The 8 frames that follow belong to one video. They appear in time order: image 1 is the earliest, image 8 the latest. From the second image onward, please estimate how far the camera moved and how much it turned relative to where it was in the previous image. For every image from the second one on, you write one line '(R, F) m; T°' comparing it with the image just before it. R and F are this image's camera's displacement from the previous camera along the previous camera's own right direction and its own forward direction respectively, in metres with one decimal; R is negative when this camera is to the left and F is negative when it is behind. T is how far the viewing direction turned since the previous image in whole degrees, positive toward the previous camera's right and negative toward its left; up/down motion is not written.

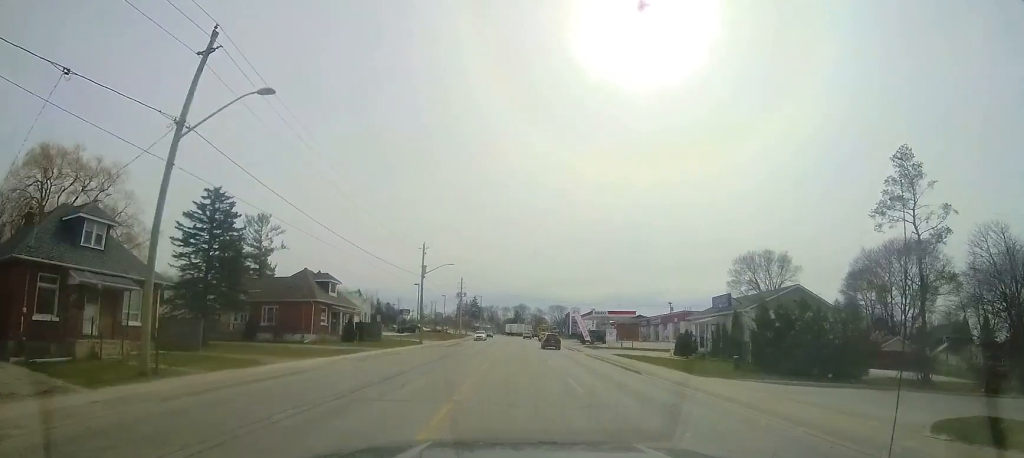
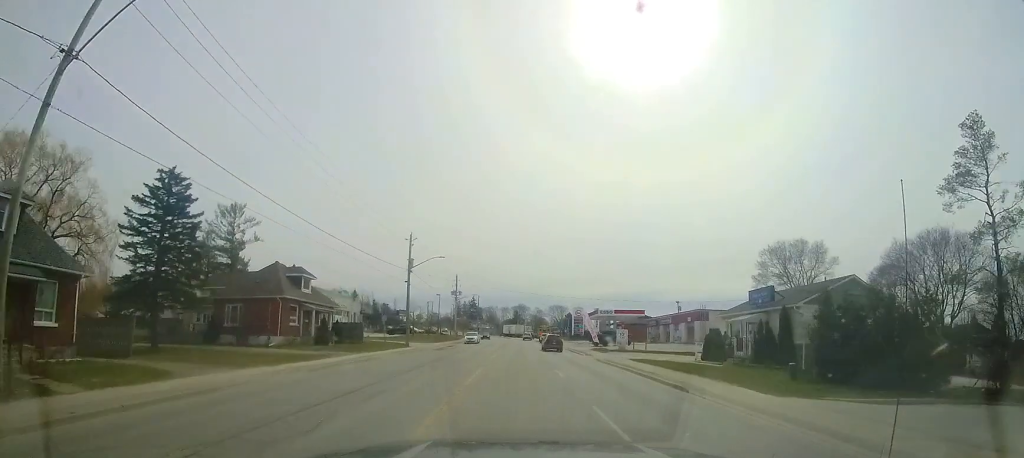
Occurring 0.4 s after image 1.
(-0.1, +5.3) m; 0°
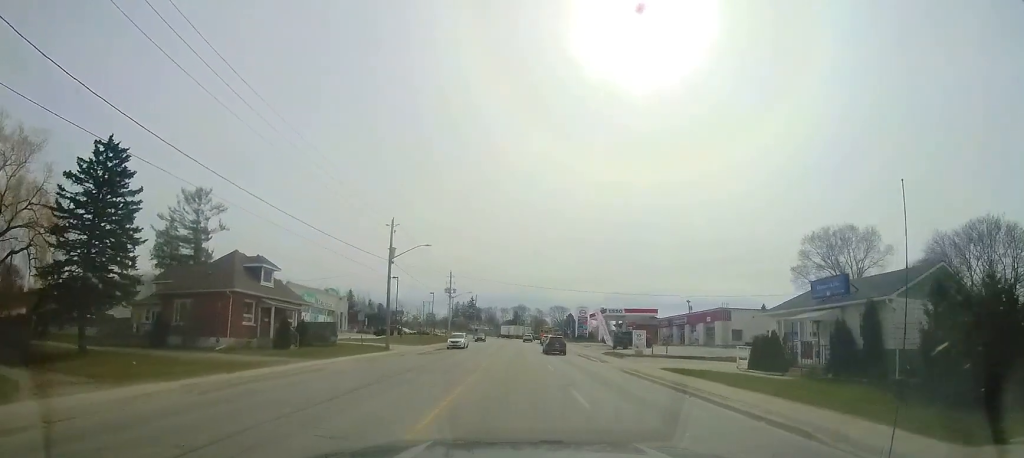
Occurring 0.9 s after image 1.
(0.0, +6.0) m; -1°
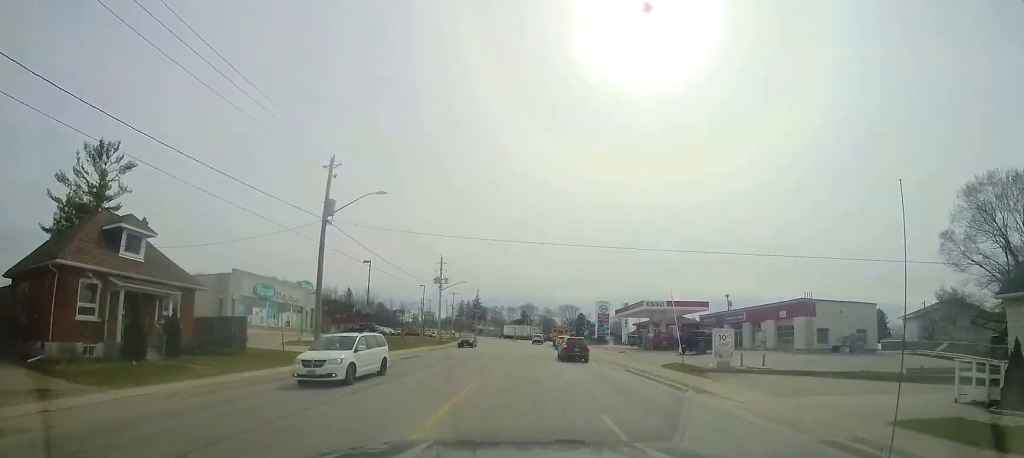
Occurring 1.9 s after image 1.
(0.0, +13.0) m; -1°
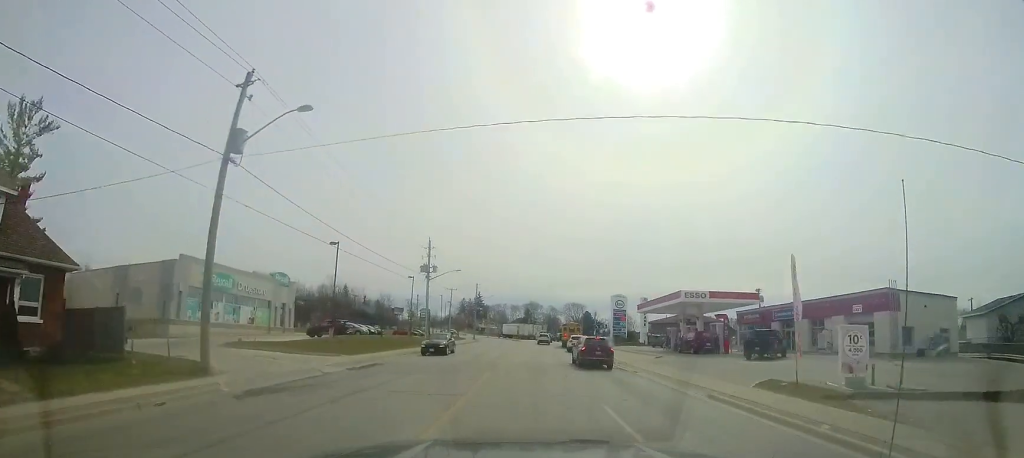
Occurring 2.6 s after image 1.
(-0.2, +8.4) m; -1°
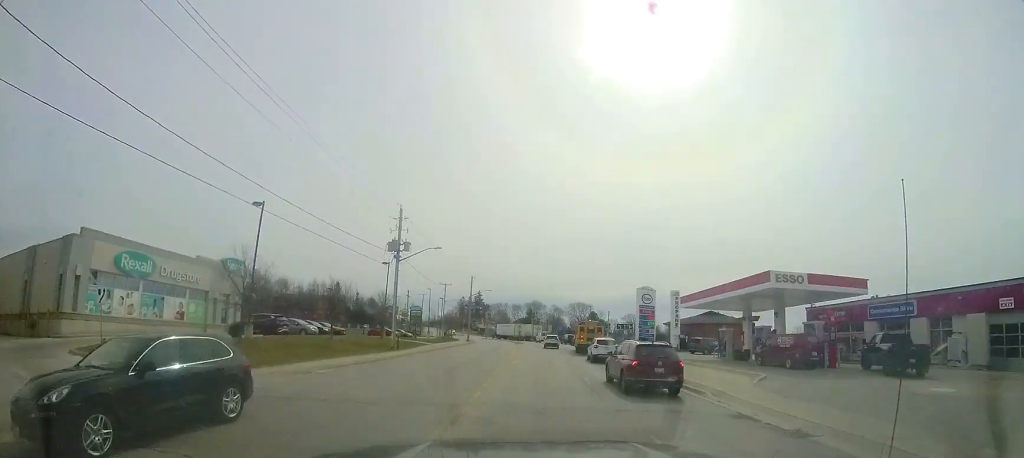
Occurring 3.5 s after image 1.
(-0.1, +11.1) m; +2°
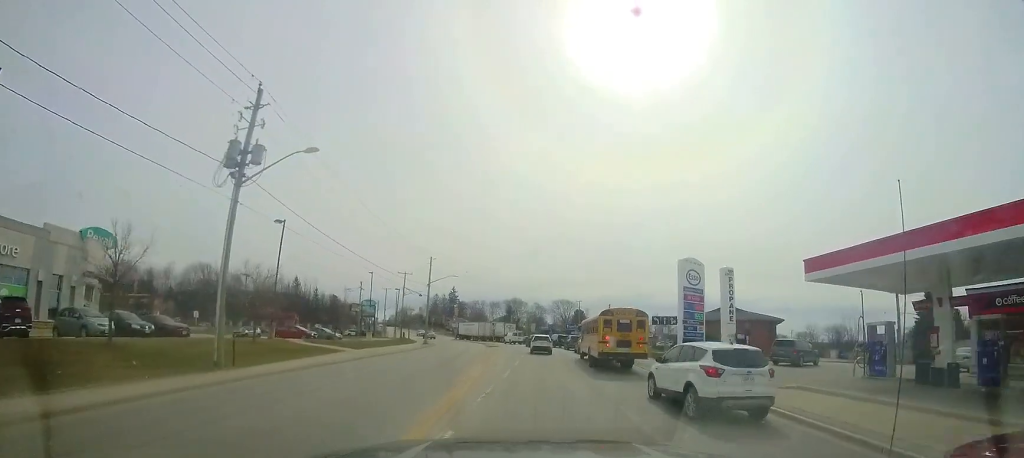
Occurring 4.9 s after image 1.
(+0.6, +16.6) m; +3°
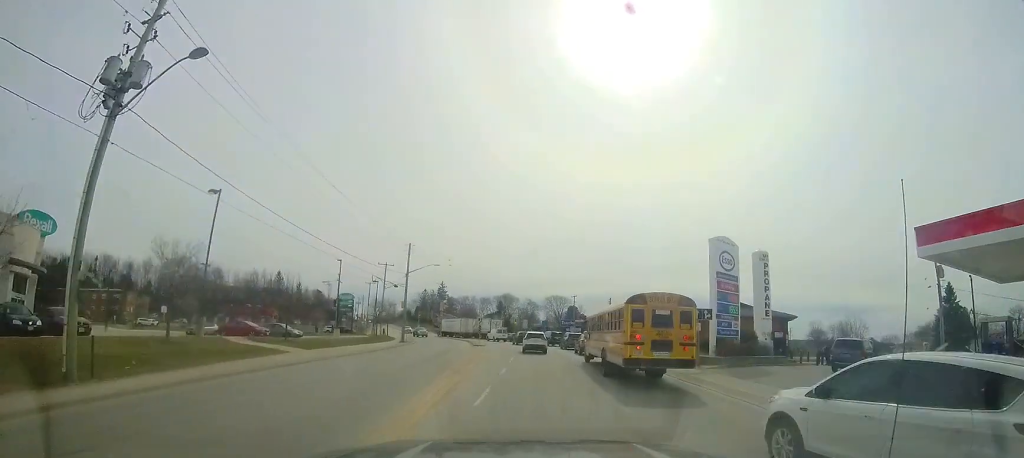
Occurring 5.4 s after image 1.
(0.0, +6.0) m; +1°
